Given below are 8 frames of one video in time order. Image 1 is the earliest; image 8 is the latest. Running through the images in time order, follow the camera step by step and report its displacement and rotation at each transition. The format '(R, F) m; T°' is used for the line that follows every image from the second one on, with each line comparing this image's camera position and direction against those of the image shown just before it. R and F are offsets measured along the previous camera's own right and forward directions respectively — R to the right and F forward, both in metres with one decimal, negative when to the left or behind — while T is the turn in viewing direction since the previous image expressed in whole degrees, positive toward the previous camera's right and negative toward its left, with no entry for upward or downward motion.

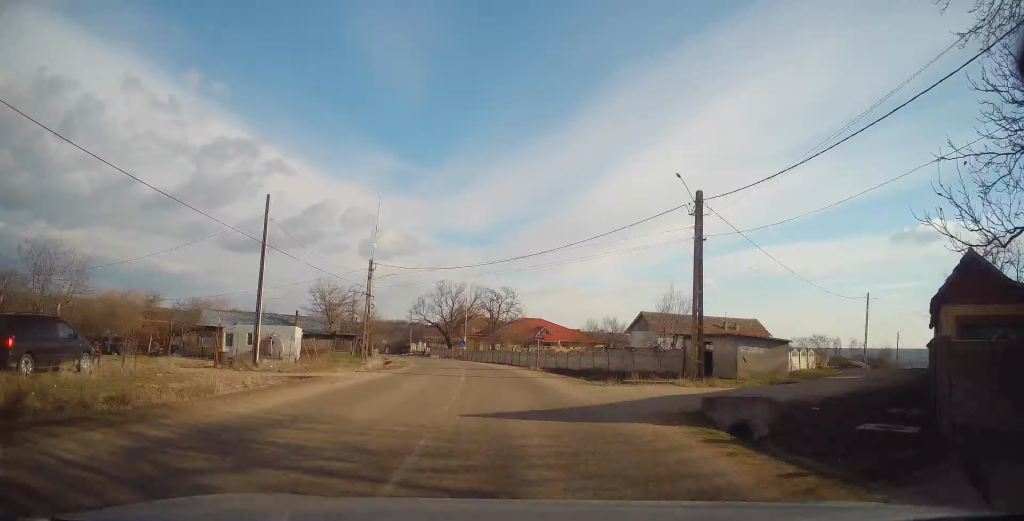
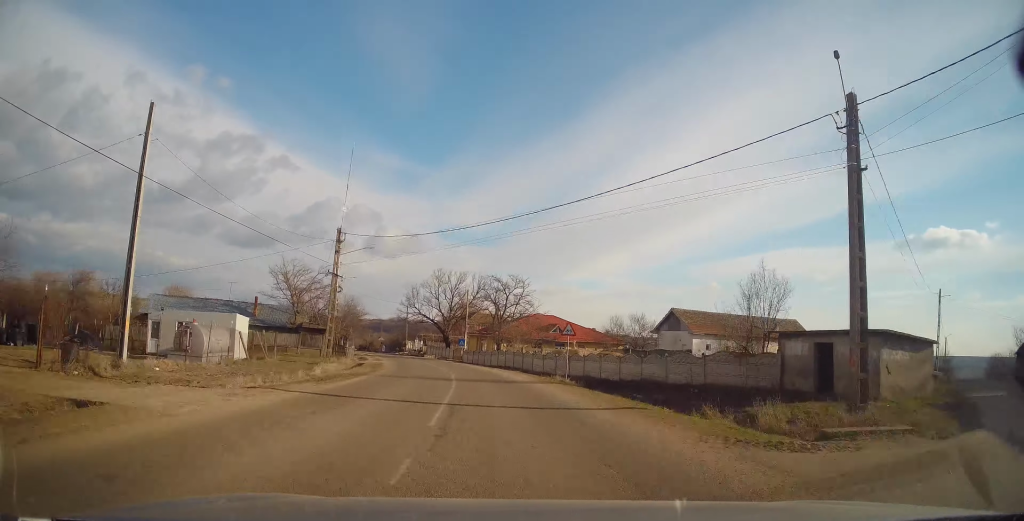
(+0.1, +11.0) m; -1°
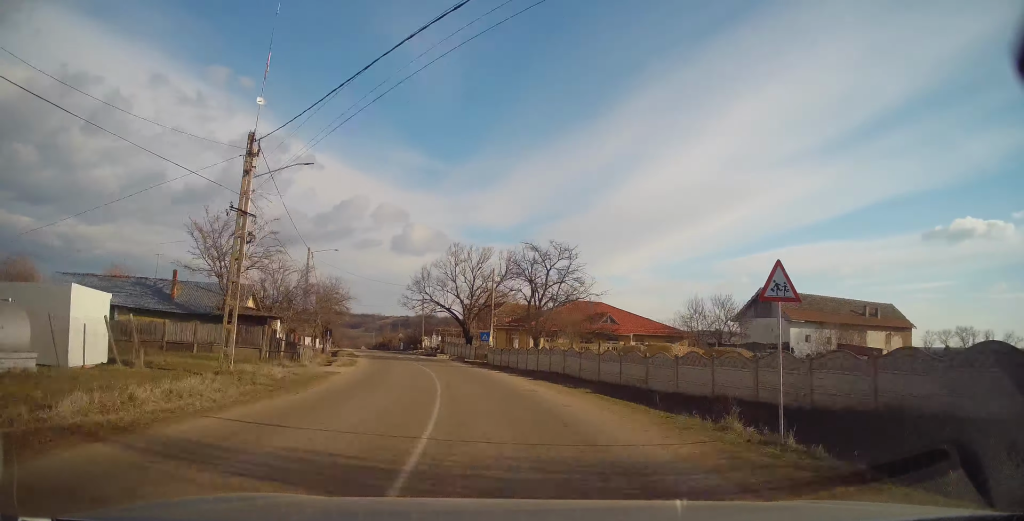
(-0.2, +15.9) m; -3°
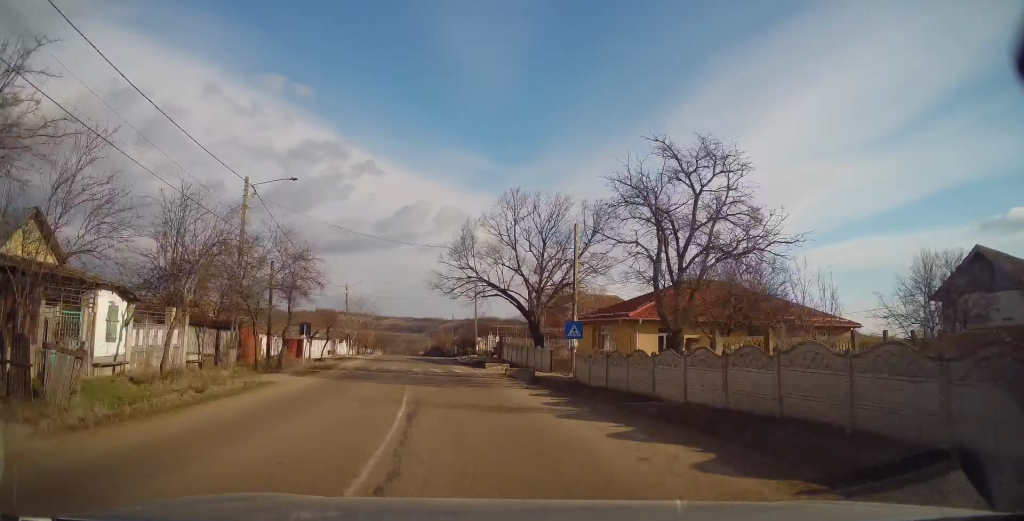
(-0.9, +19.4) m; -6°
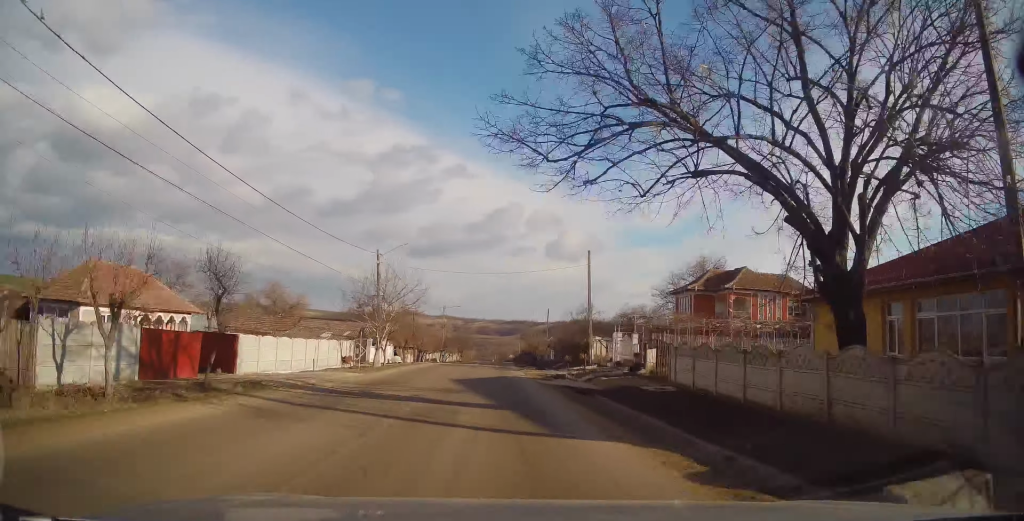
(-1.8, +24.3) m; -7°
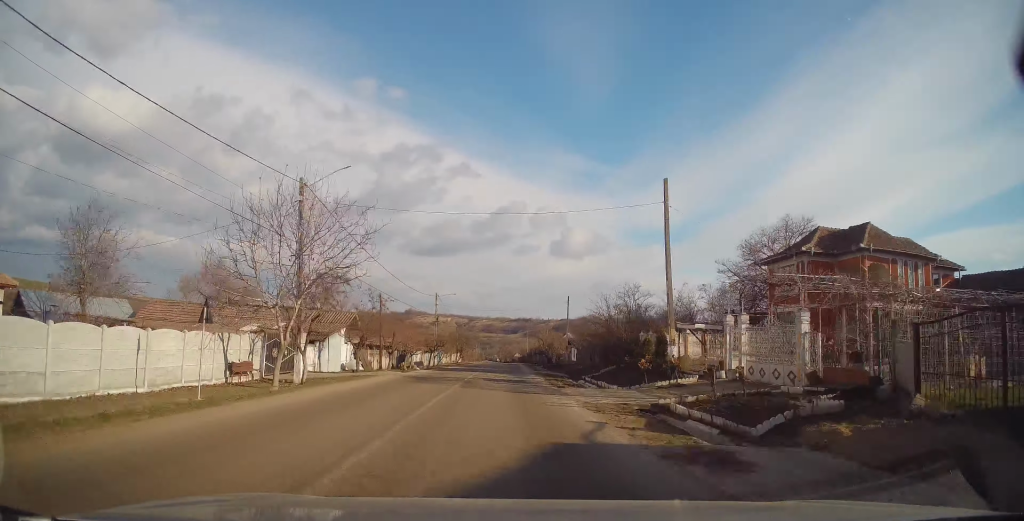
(-0.4, +17.5) m; -1°
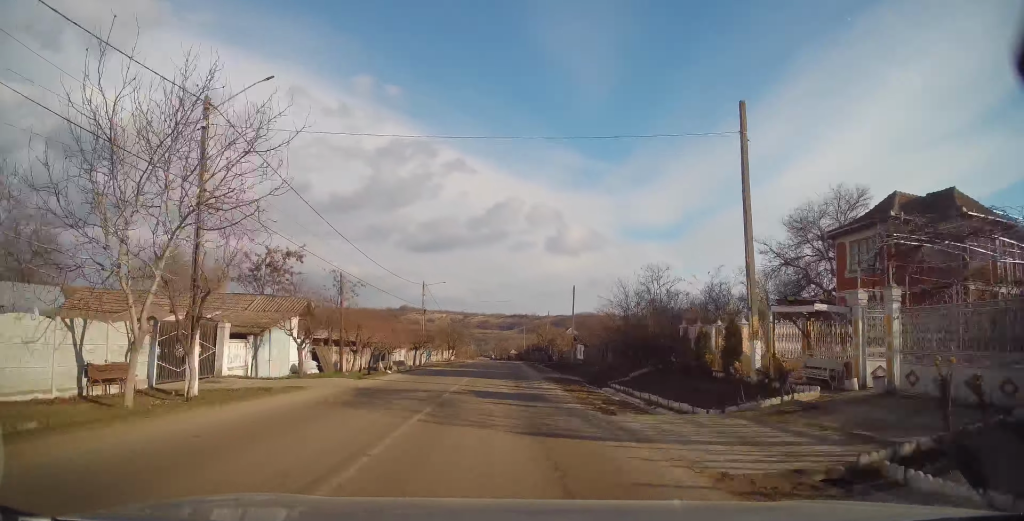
(0.0, +8.2) m; 0°
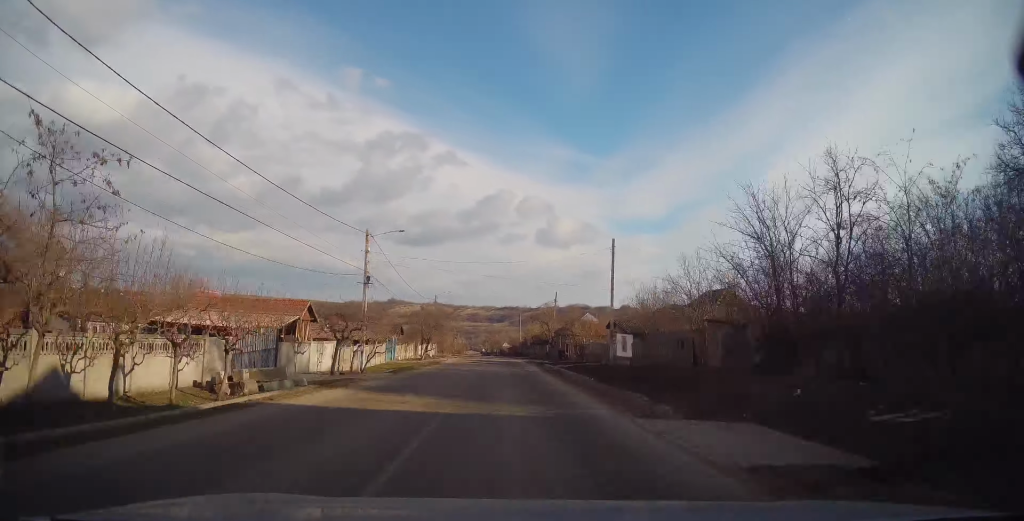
(+0.4, +22.1) m; +2°
